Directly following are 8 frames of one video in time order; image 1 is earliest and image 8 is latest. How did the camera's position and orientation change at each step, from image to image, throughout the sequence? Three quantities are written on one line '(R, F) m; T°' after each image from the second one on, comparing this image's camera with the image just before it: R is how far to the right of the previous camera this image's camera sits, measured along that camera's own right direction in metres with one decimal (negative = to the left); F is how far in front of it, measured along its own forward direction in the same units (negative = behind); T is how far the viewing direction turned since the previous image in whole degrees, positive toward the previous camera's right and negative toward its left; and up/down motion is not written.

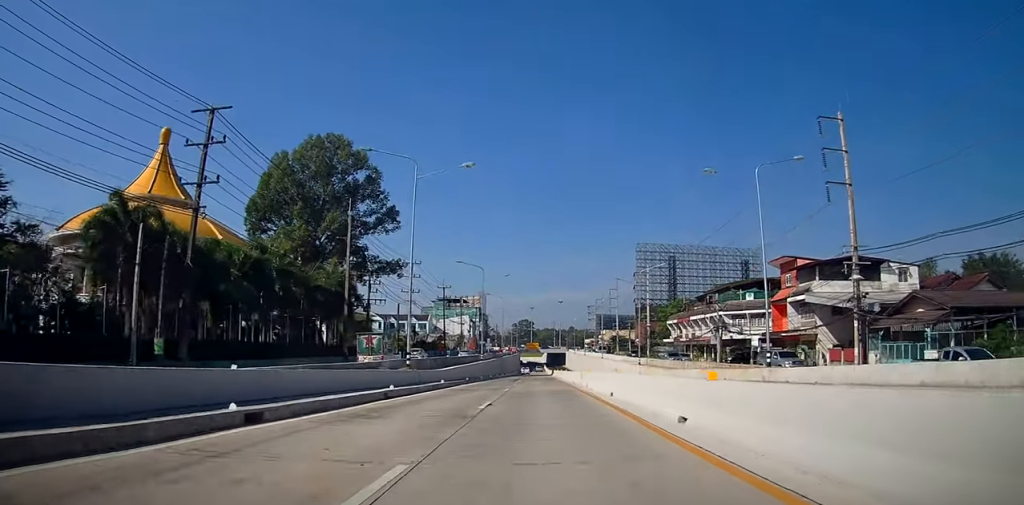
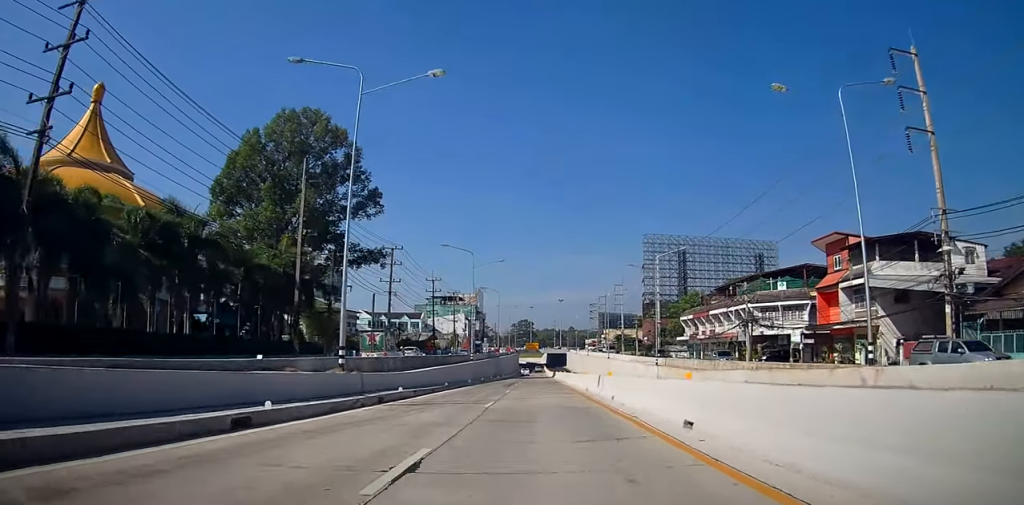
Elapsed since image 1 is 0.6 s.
(0.0, +11.1) m; 0°
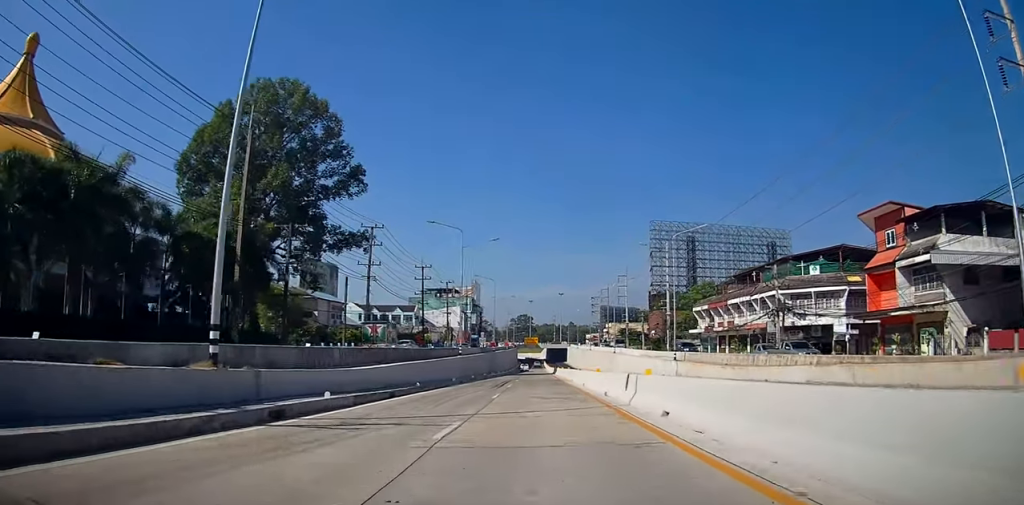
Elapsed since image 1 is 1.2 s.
(0.0, +9.0) m; 0°
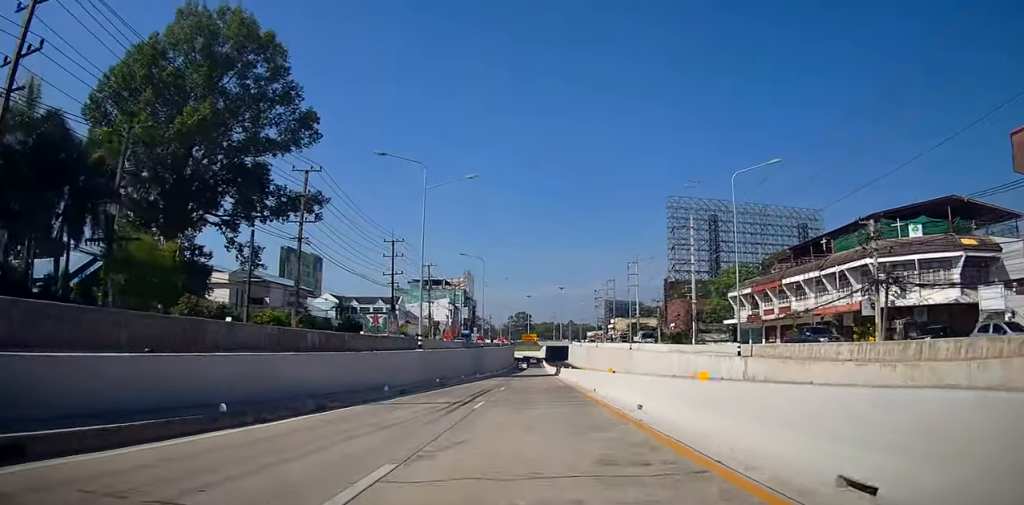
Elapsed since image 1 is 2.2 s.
(0.0, +18.0) m; +1°
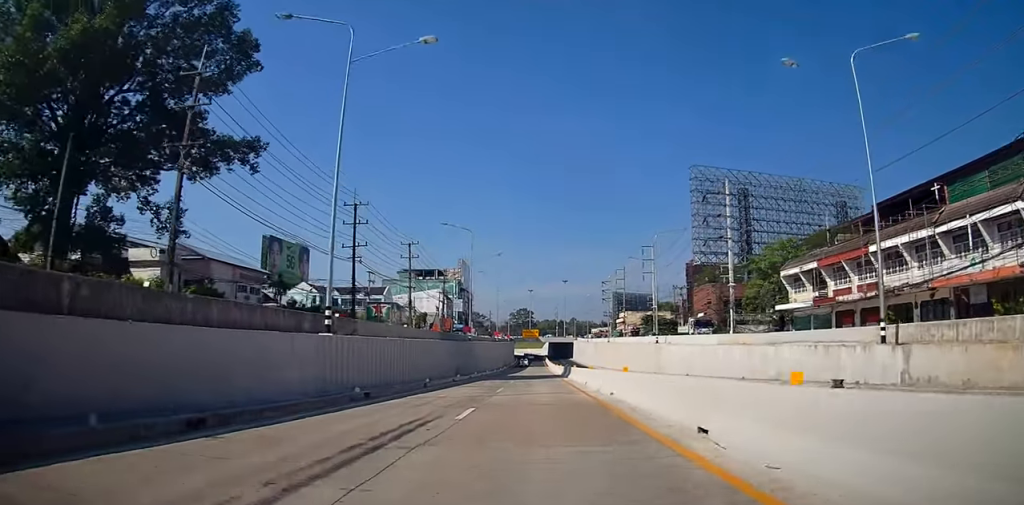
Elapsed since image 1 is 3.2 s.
(+0.2, +16.1) m; +1°
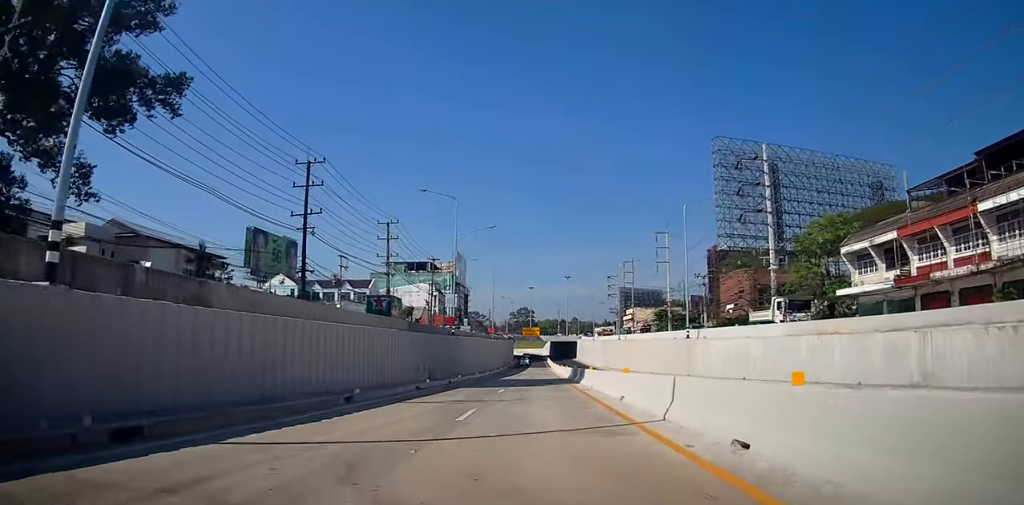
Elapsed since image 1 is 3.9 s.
(+0.1, +12.4) m; 0°
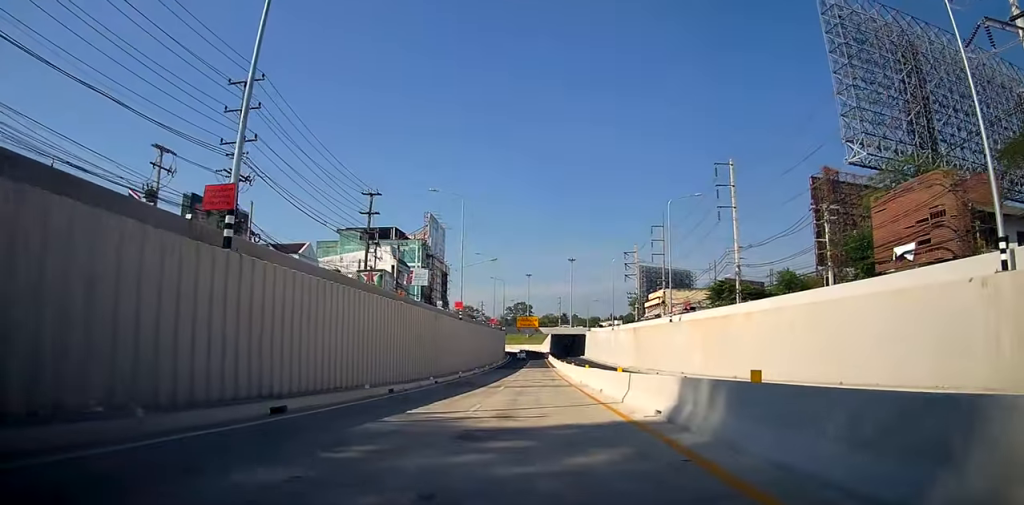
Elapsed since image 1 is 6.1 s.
(+0.1, +36.0) m; +1°
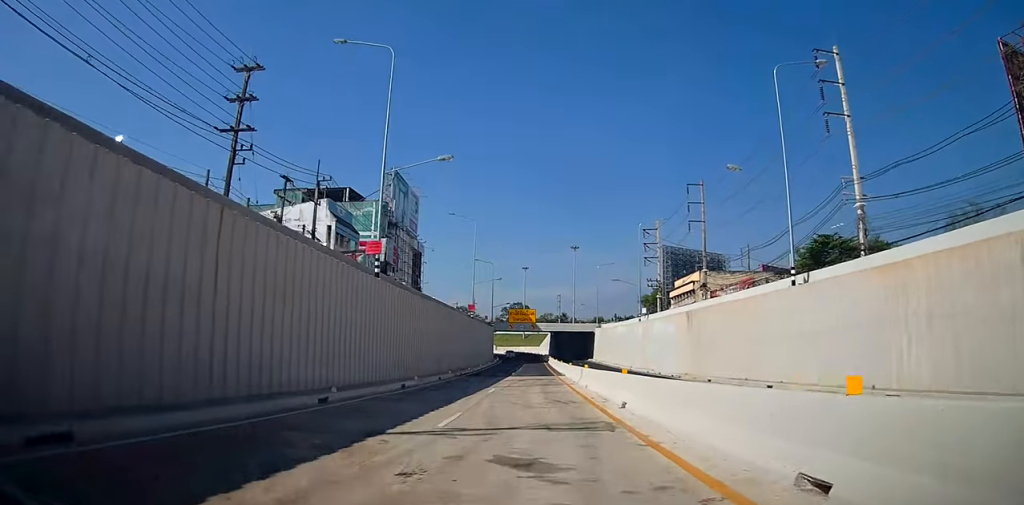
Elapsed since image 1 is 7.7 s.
(-0.1, +27.4) m; -1°
